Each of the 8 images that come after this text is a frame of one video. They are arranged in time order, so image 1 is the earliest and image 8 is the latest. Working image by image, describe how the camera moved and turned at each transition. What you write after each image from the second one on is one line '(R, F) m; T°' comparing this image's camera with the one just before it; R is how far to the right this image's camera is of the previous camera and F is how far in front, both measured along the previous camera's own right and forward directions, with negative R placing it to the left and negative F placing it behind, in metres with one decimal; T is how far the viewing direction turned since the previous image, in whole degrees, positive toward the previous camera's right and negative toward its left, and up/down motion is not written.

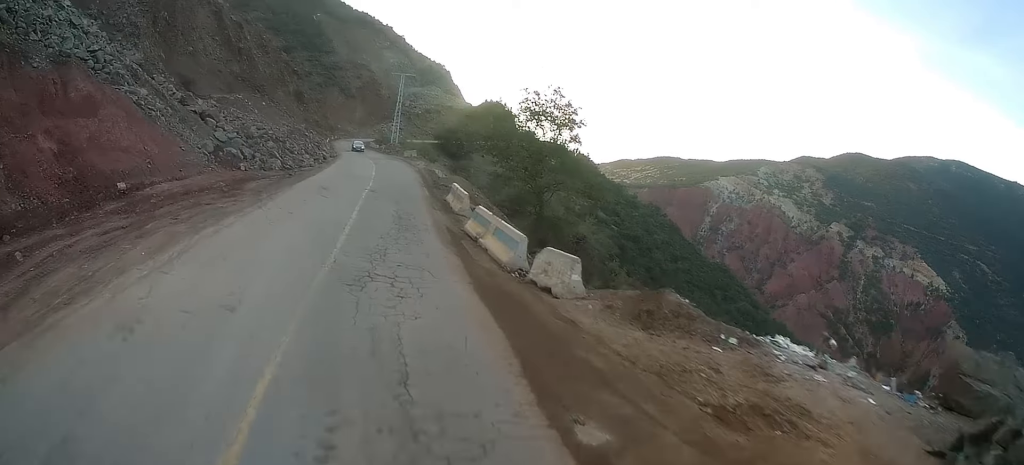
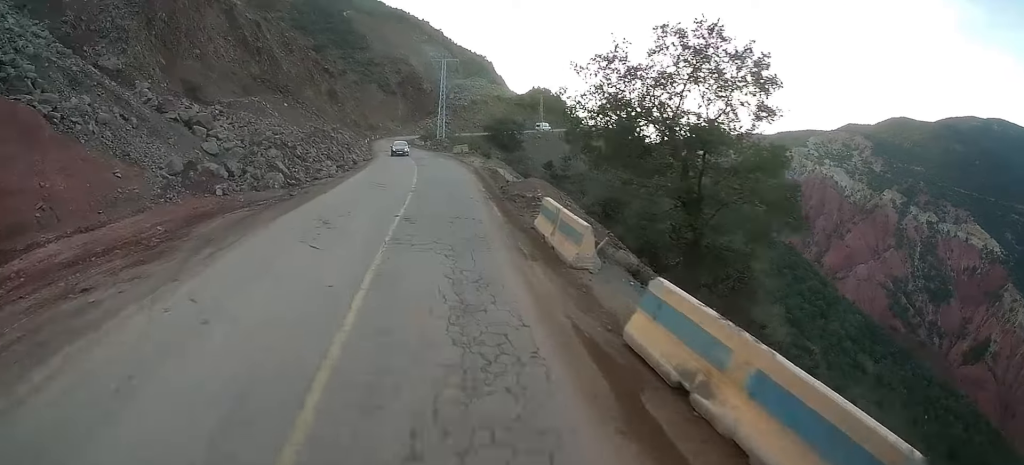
(-0.4, +11.6) m; 0°
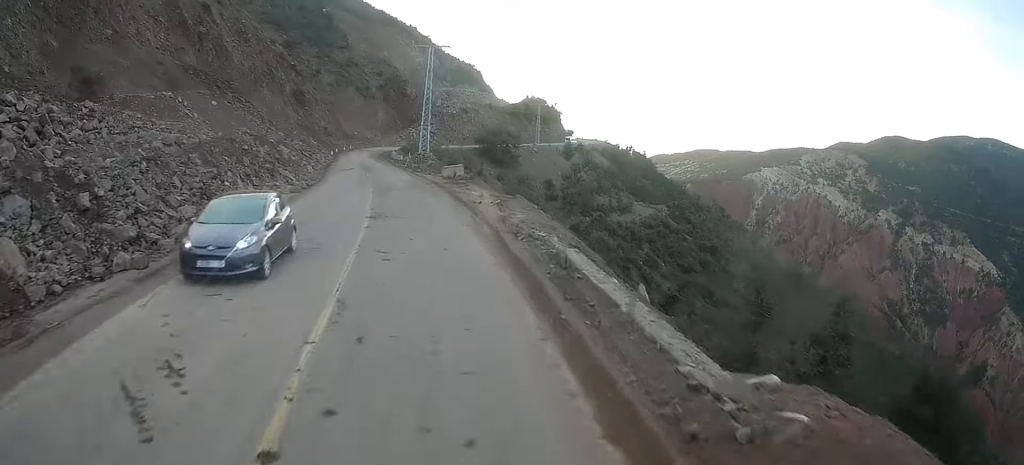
(-0.6, +21.7) m; -6°
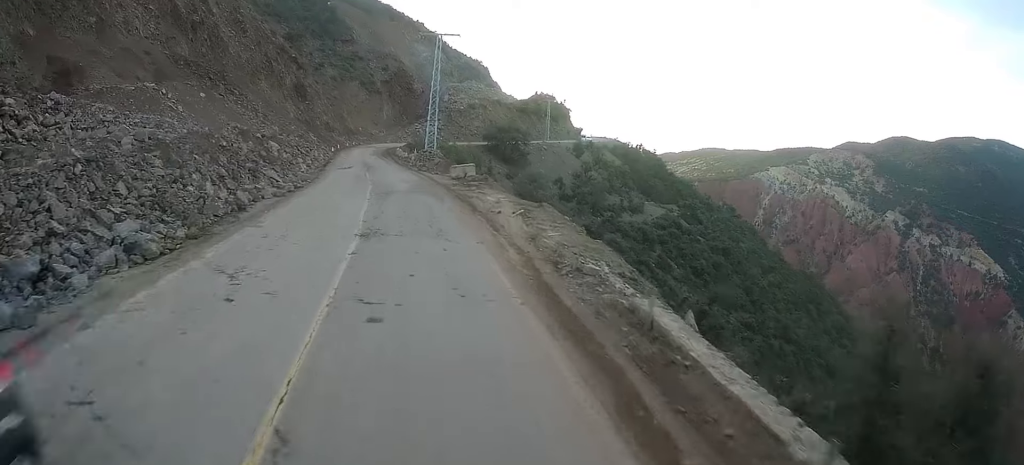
(-0.3, +4.7) m; -1°
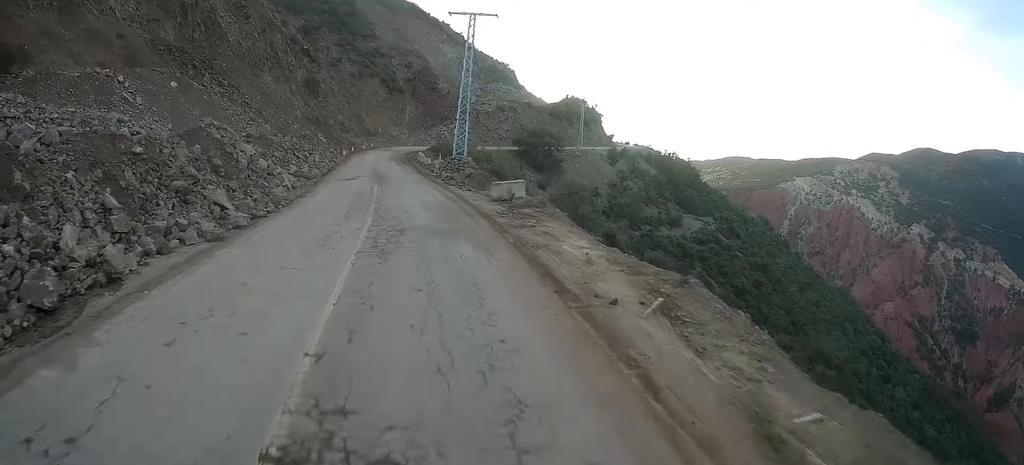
(+0.4, +10.9) m; 0°
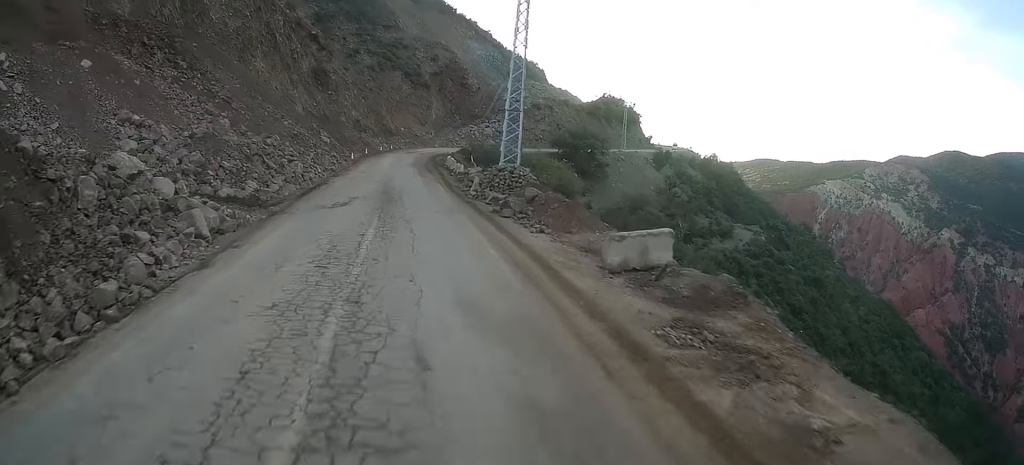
(-0.6, +14.0) m; -3°
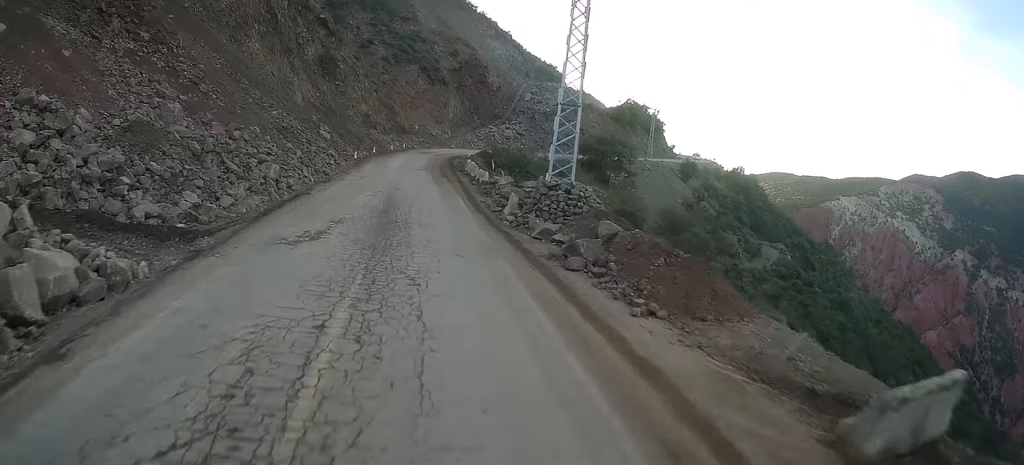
(0.0, +7.9) m; 0°
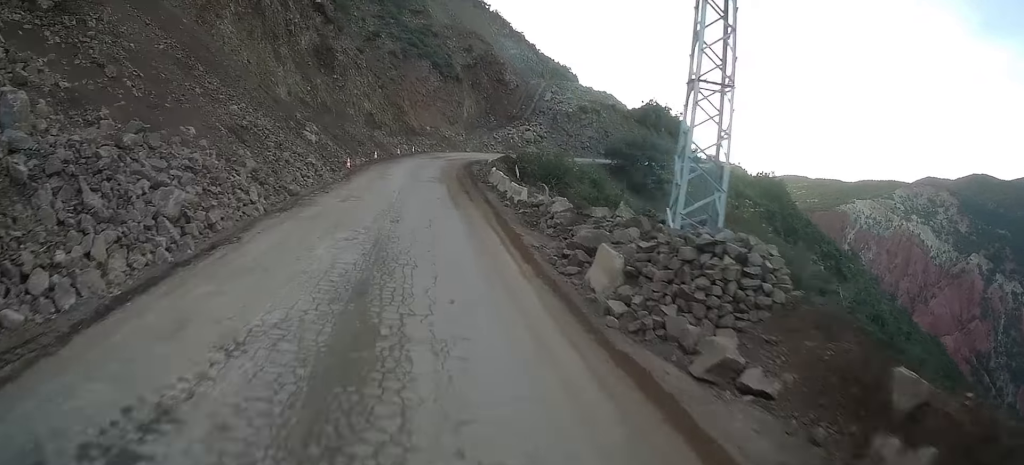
(0.0, +9.6) m; 0°
